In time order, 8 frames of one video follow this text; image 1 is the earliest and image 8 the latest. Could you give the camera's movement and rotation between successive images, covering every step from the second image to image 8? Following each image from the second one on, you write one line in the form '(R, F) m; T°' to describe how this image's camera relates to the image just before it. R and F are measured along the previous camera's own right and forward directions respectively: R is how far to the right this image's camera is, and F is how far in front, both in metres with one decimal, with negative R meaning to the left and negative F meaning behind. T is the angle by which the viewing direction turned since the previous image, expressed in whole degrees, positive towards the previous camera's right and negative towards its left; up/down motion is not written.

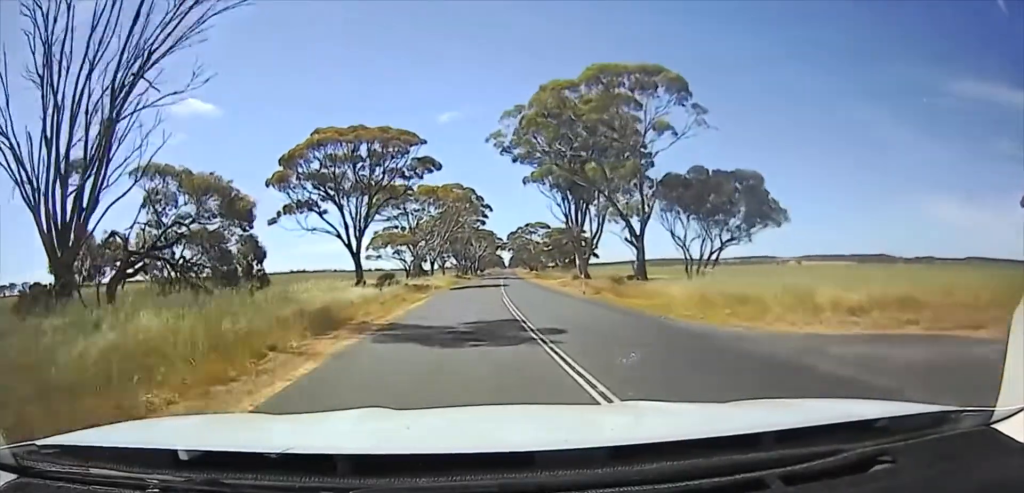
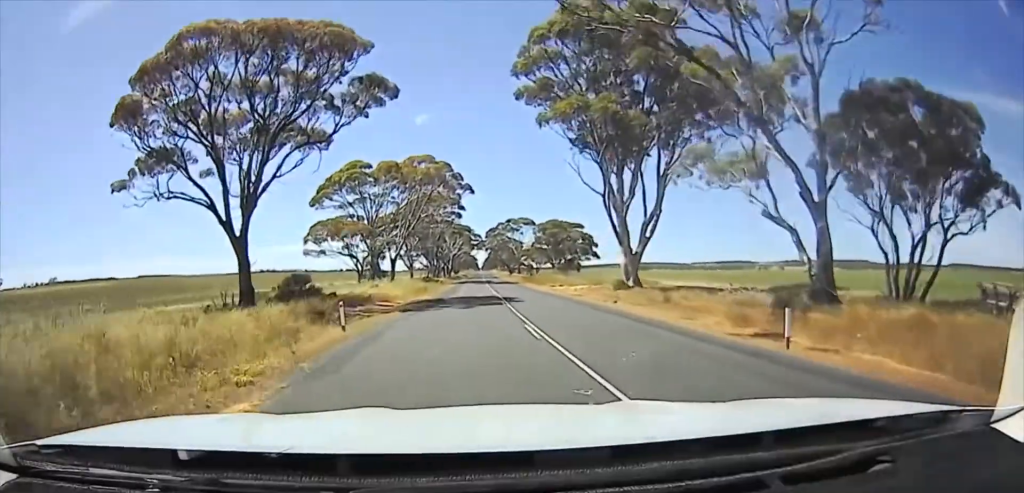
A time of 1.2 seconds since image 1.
(0.0, +29.0) m; 0°
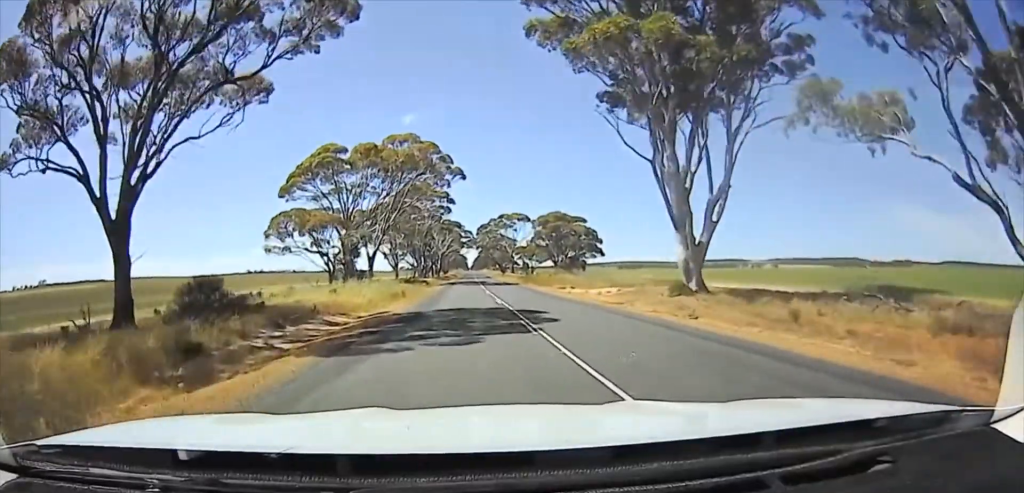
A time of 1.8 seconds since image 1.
(0.0, +12.5) m; 0°
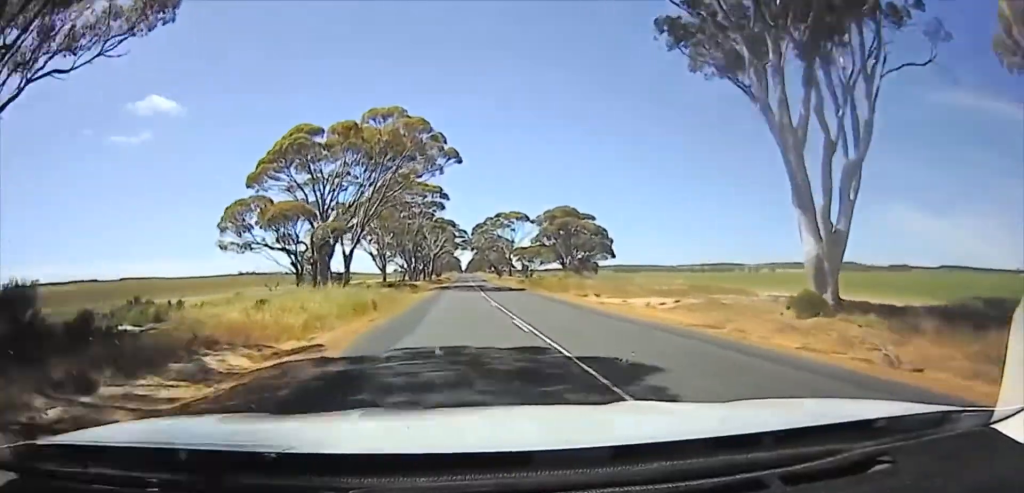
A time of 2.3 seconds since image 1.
(0.0, +10.9) m; 0°
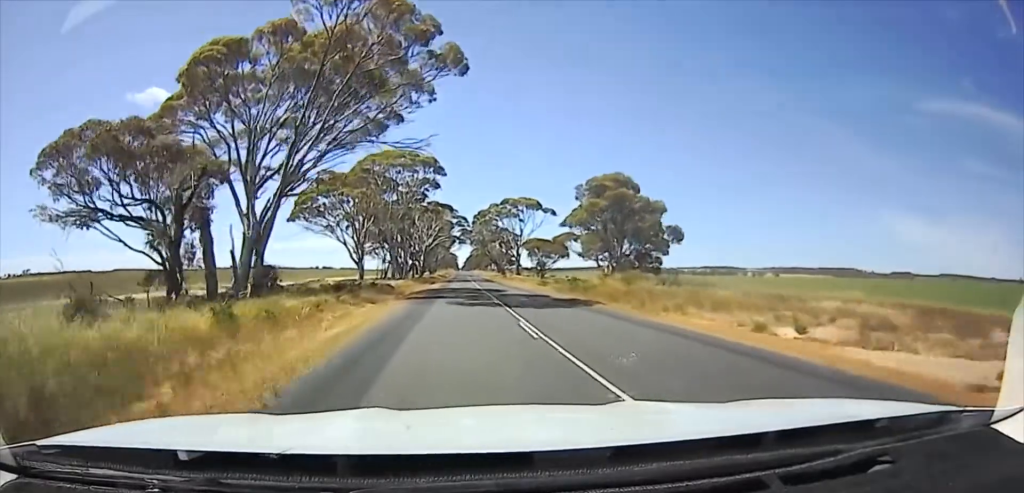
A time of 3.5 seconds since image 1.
(0.0, +24.0) m; 0°
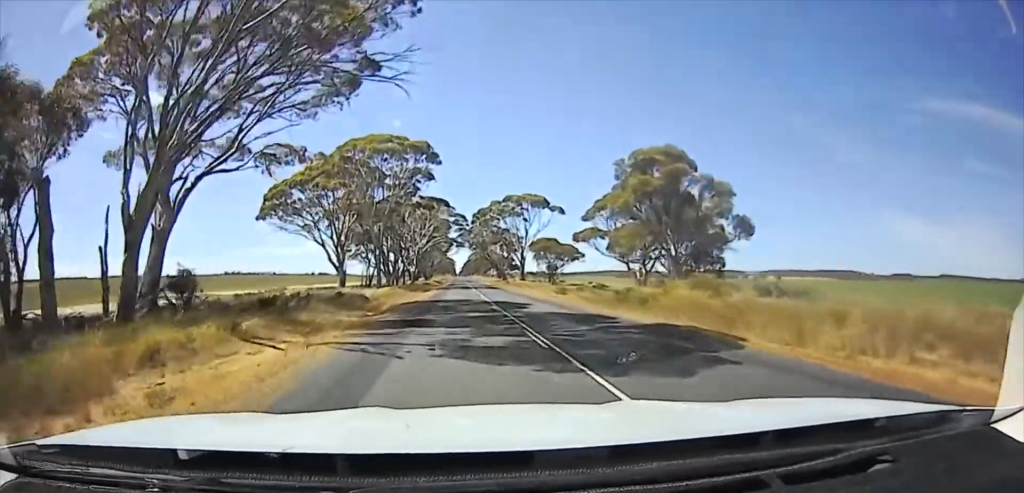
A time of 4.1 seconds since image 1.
(0.0, +11.5) m; 0°
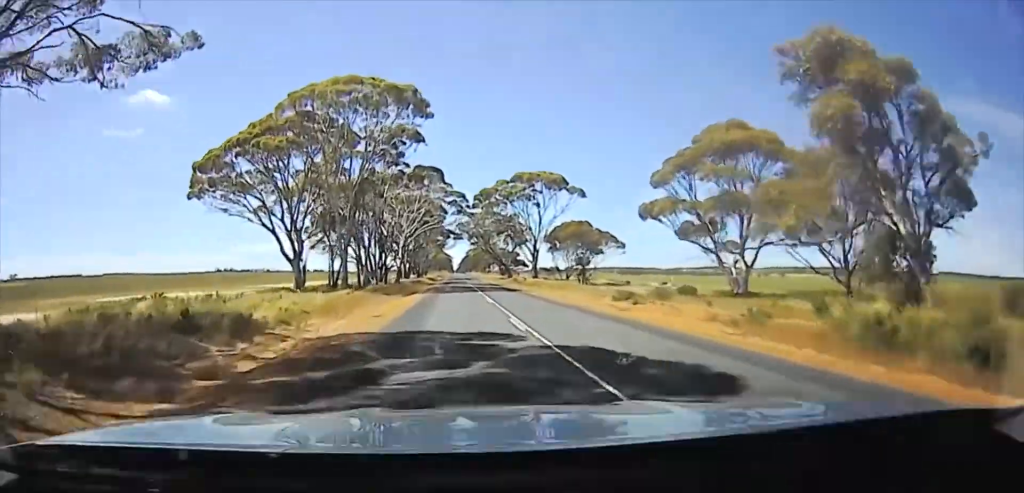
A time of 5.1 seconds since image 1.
(0.0, +15.7) m; +2°
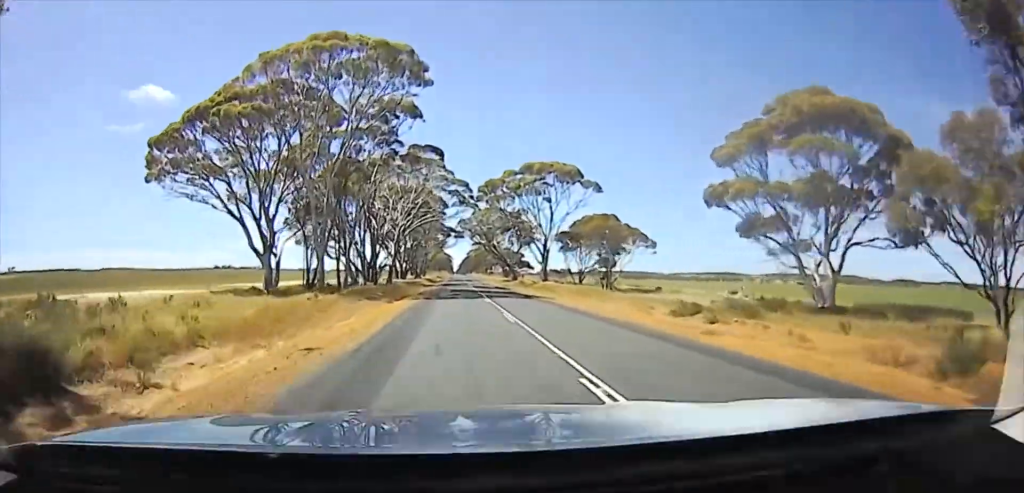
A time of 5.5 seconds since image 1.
(+0.1, +6.8) m; +3°
